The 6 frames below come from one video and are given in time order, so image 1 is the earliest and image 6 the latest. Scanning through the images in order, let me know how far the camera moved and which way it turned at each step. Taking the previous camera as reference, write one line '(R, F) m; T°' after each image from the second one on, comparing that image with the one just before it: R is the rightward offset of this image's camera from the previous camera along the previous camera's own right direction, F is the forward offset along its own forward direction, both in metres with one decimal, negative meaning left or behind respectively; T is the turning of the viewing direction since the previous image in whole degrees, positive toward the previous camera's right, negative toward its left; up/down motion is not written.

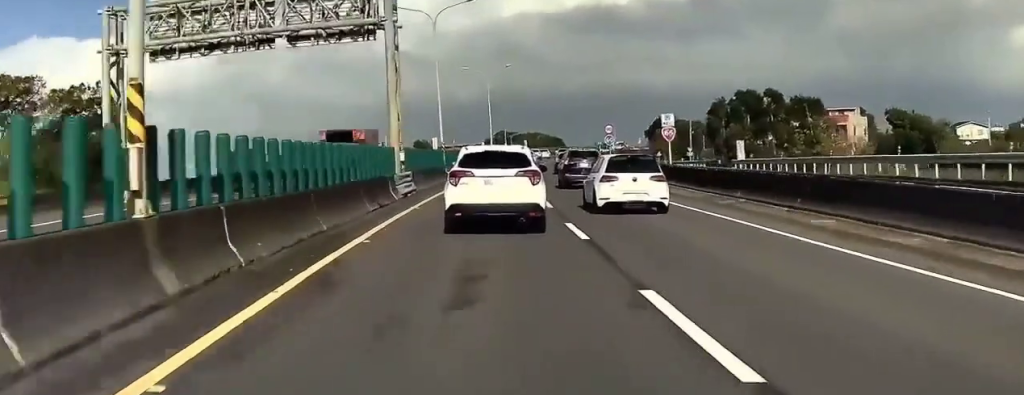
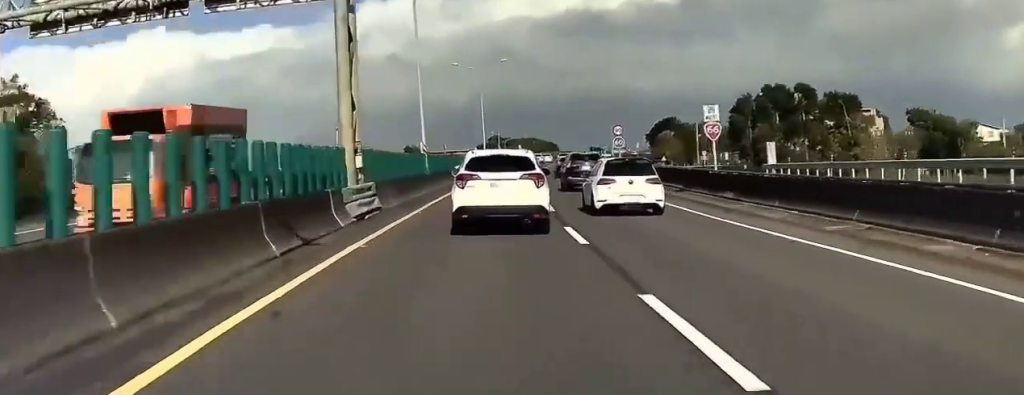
(0.0, +10.1) m; +1°
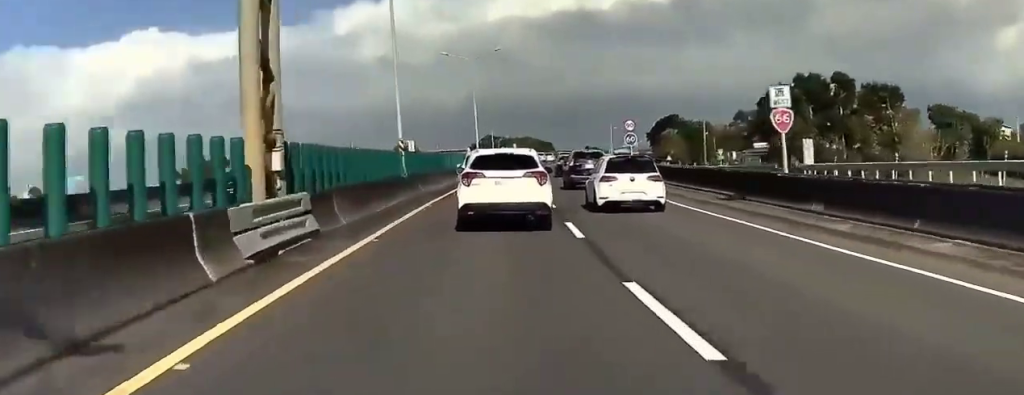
(+0.1, +8.8) m; 0°
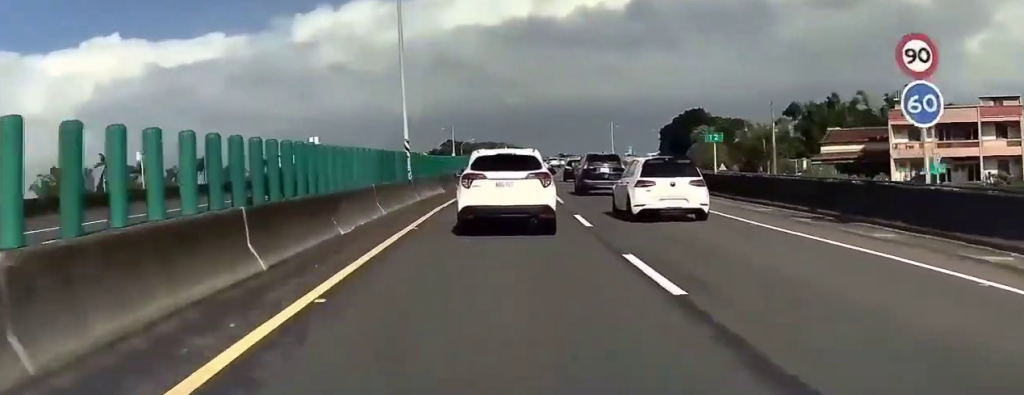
(+0.9, +45.5) m; +2°
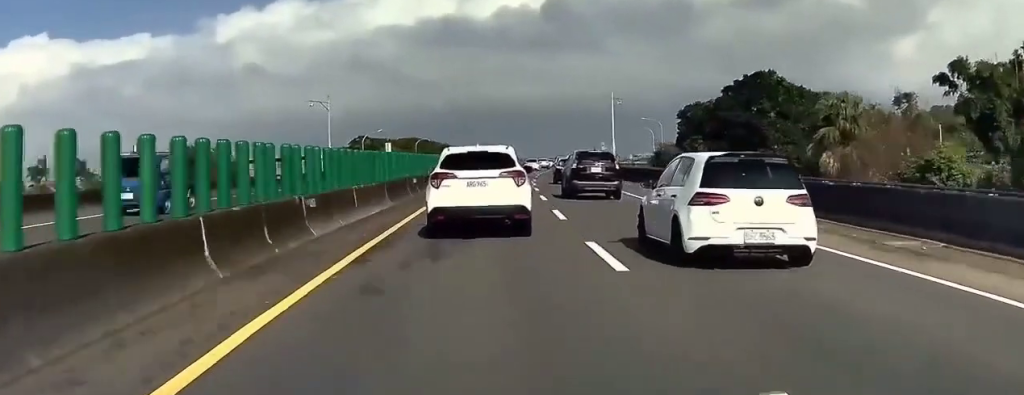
(+2.3, +61.2) m; +3°
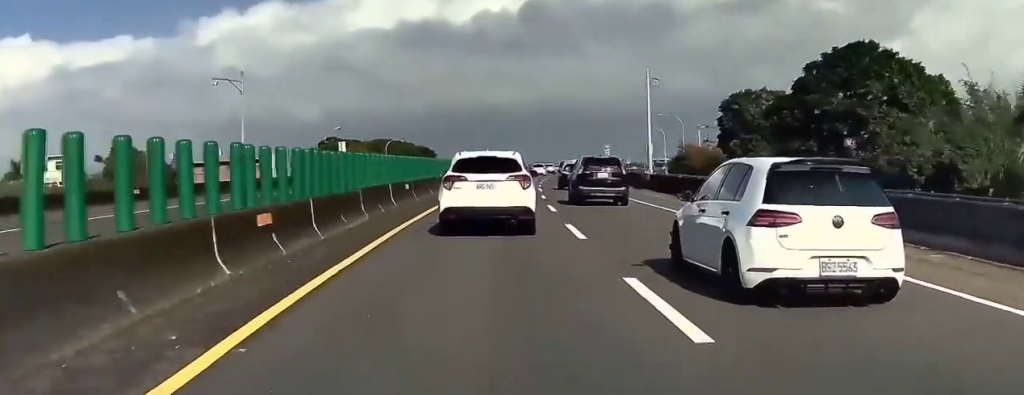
(+0.2, +24.1) m; +2°
